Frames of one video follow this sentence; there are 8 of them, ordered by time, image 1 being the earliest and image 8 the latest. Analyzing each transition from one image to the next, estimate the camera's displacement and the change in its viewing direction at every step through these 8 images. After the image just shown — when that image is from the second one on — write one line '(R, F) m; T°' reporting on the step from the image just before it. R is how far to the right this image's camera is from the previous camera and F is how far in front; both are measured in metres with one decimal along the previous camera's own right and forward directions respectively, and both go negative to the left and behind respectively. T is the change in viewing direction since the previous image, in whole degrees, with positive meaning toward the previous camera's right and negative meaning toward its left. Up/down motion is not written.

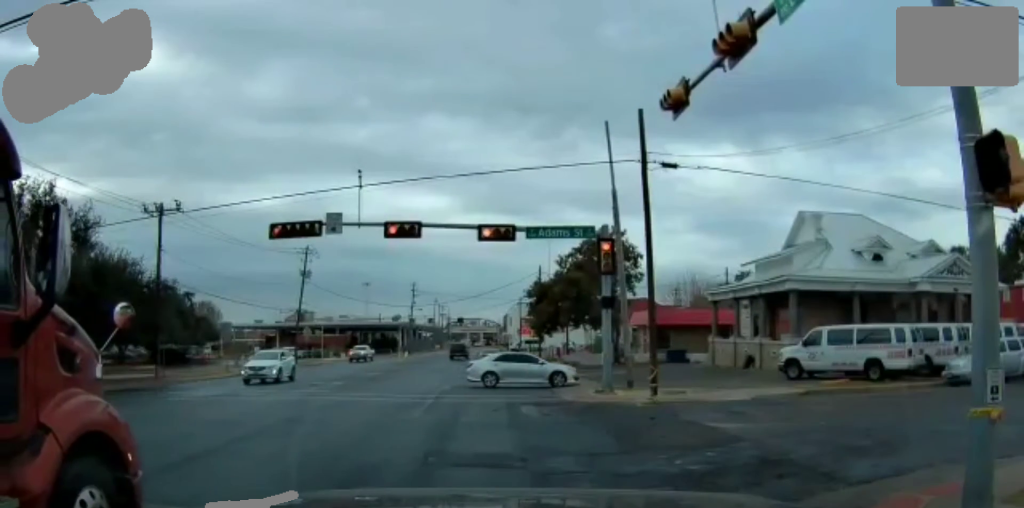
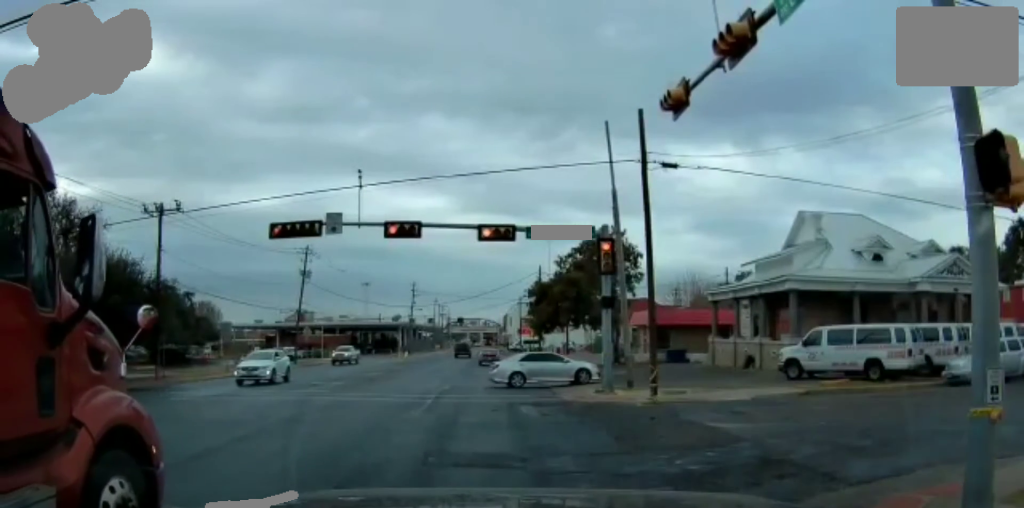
(0.0, 0.0) m; 0°
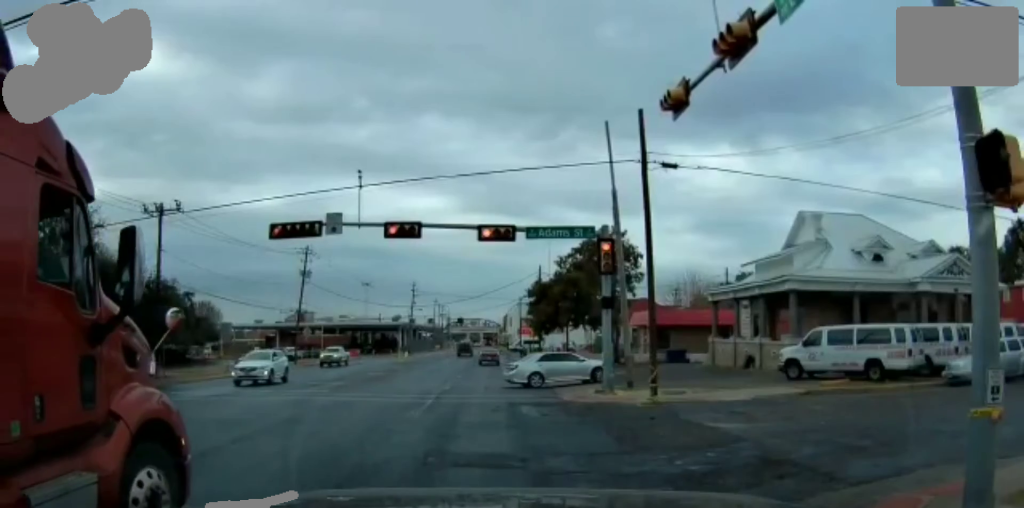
(0.0, +0.2) m; 0°
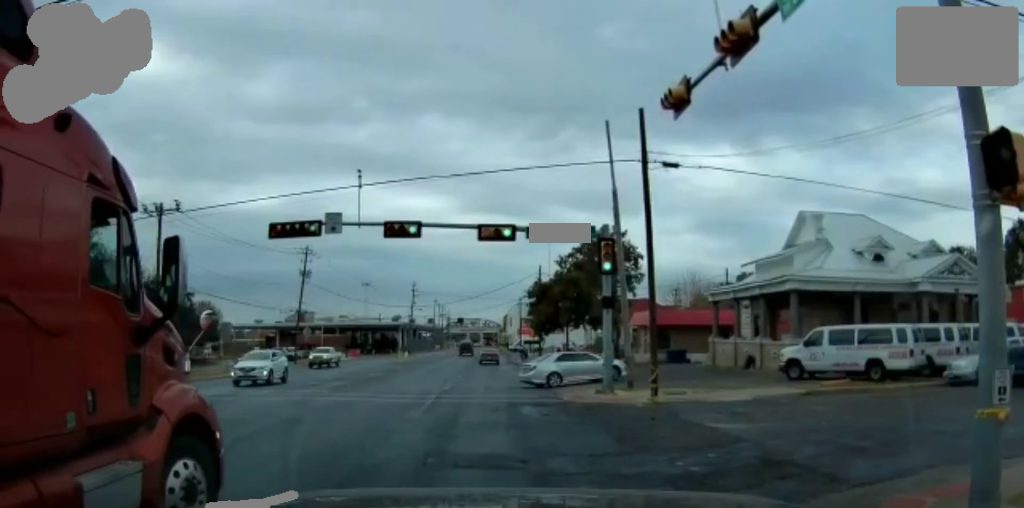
(0.0, +0.1) m; 0°
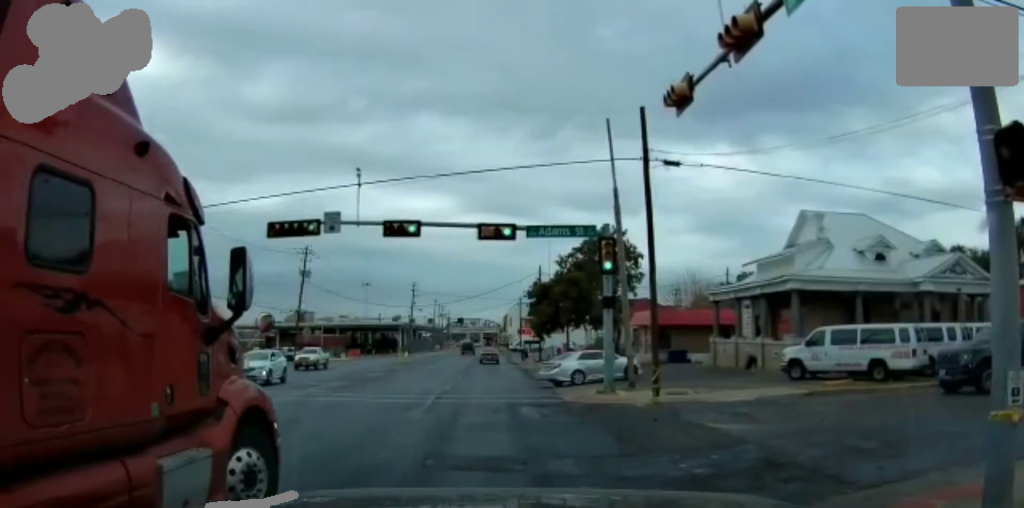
(0.0, +0.2) m; 0°
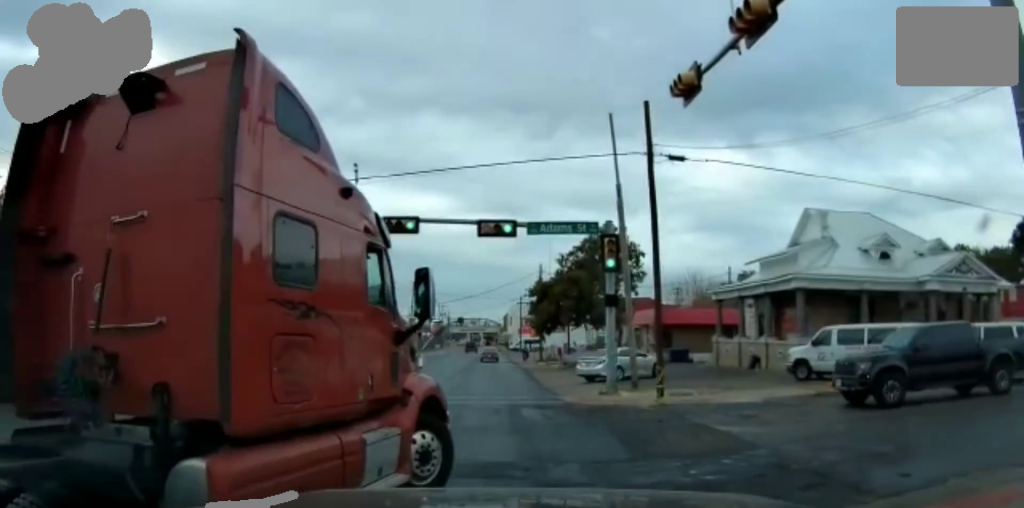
(0.0, +0.5) m; 0°
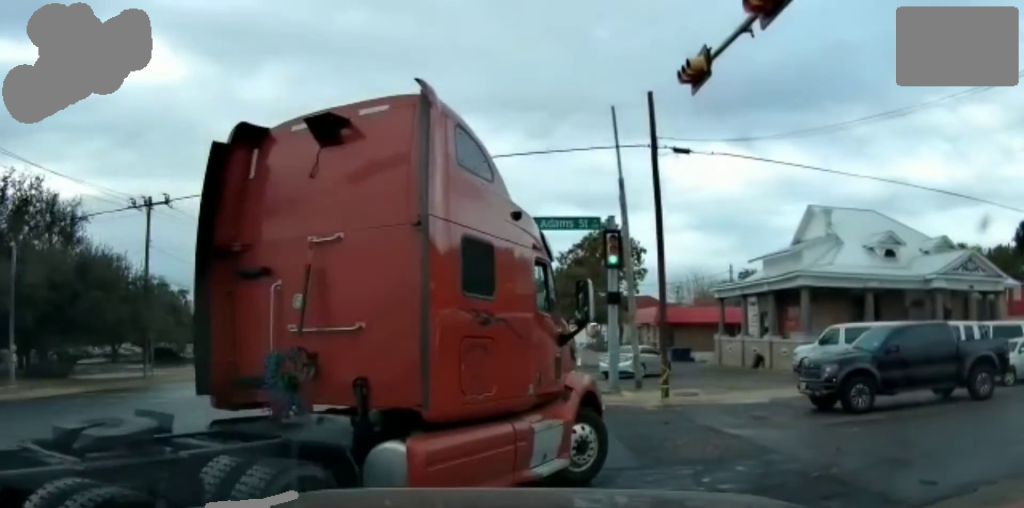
(0.0, +0.7) m; 0°
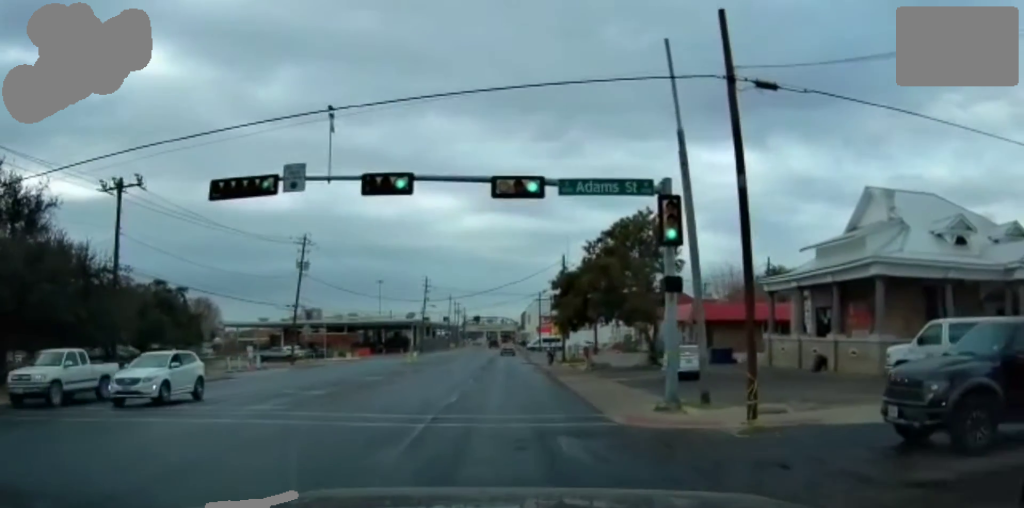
(0.0, +6.1) m; 0°
